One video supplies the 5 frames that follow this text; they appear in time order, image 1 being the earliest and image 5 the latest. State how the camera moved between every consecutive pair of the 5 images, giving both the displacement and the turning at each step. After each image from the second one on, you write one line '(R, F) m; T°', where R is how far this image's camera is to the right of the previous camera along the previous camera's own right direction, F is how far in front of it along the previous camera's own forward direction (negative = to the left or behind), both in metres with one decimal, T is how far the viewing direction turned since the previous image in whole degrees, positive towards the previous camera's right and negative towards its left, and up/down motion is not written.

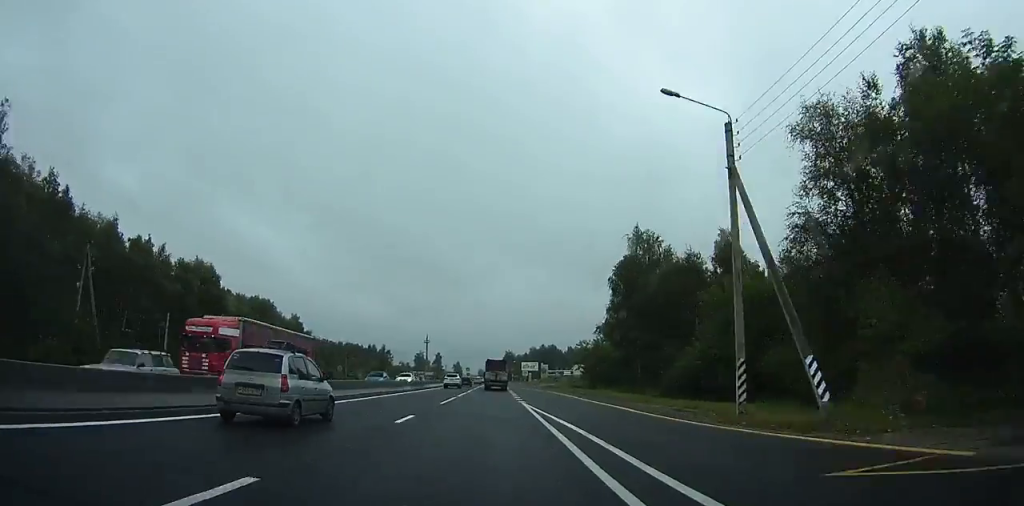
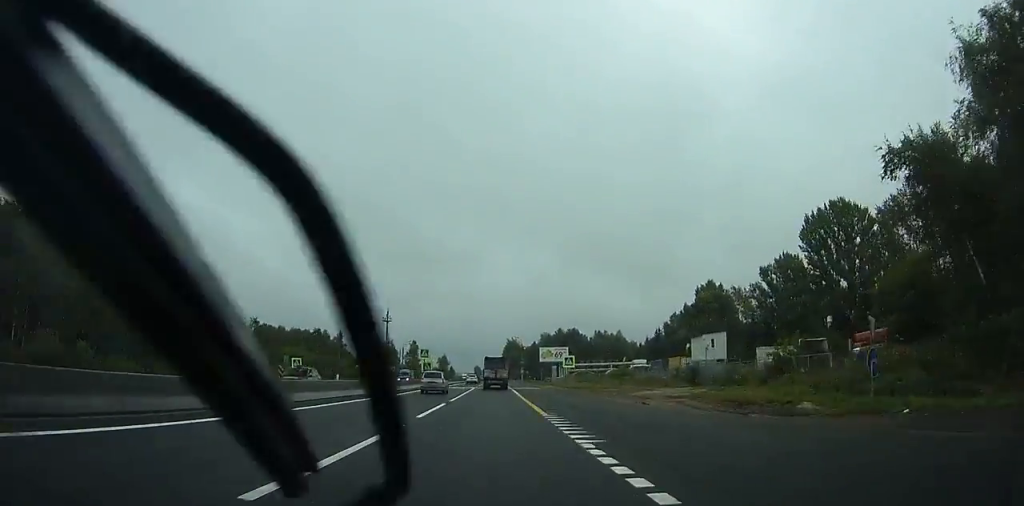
(-0.3, +93.8) m; 0°
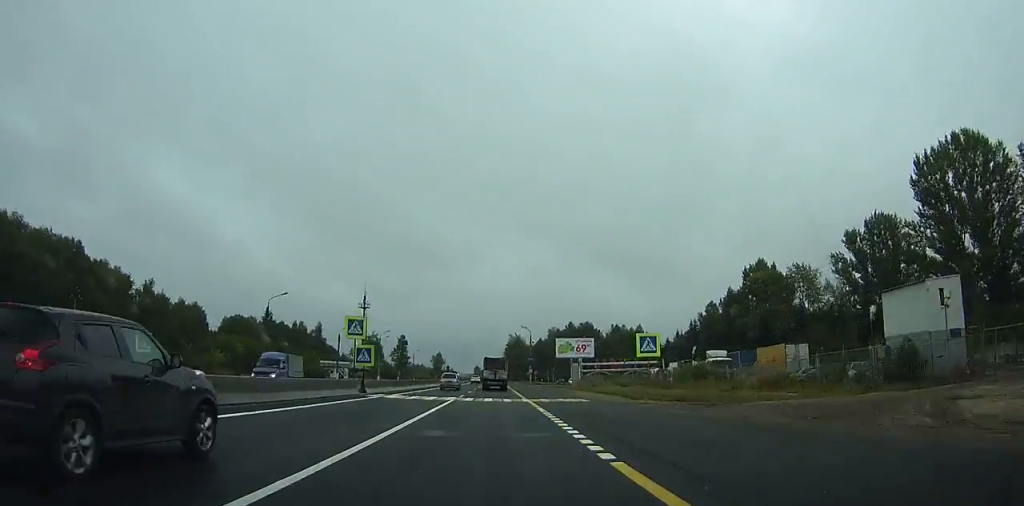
(0.0, +32.8) m; 0°
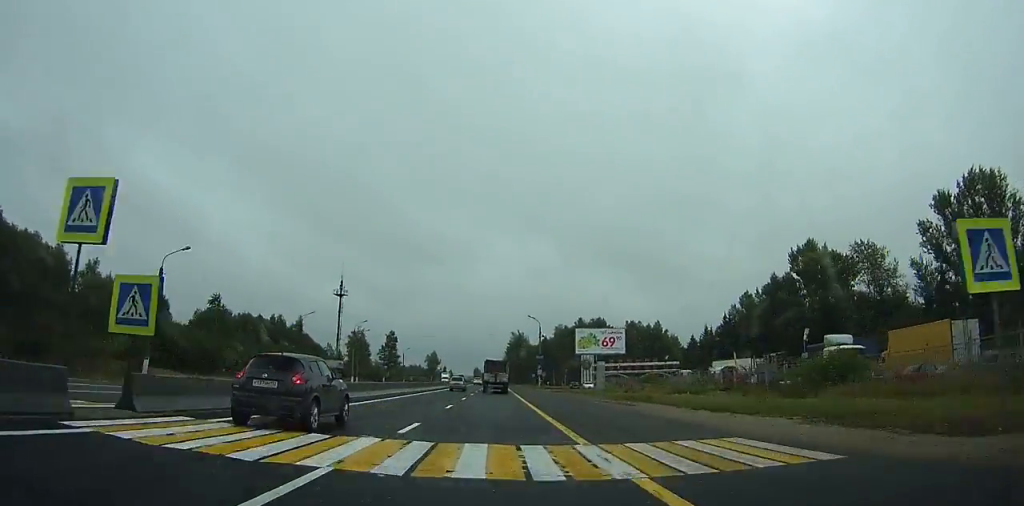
(0.0, +24.0) m; 0°
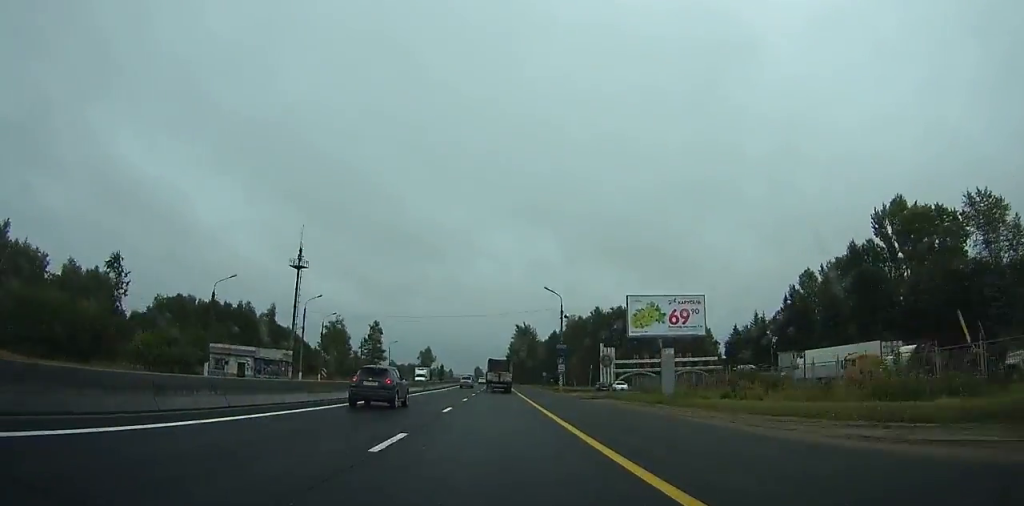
(0.0, +30.1) m; 0°
